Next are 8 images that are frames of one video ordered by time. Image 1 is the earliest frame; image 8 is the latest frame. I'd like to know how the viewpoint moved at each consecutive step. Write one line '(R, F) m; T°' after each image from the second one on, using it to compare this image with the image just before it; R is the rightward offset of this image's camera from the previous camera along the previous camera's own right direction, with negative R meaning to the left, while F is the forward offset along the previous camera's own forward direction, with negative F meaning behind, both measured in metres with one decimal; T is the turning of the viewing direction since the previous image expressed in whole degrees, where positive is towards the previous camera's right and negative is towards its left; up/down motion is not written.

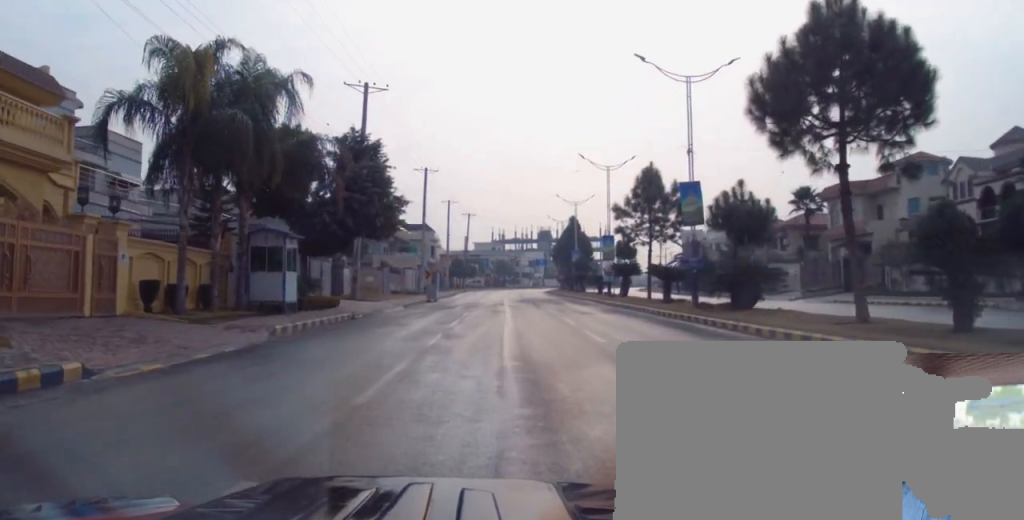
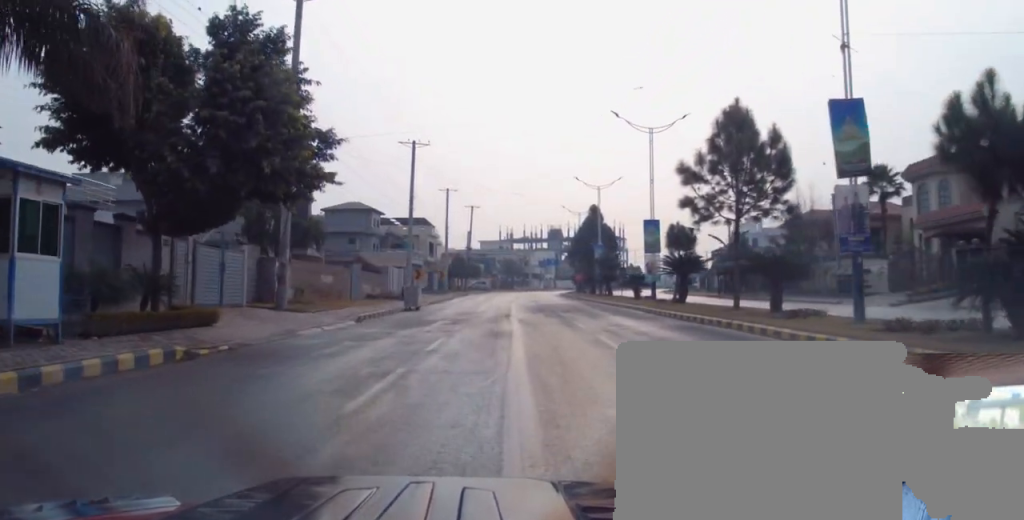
(+0.6, +14.1) m; +4°
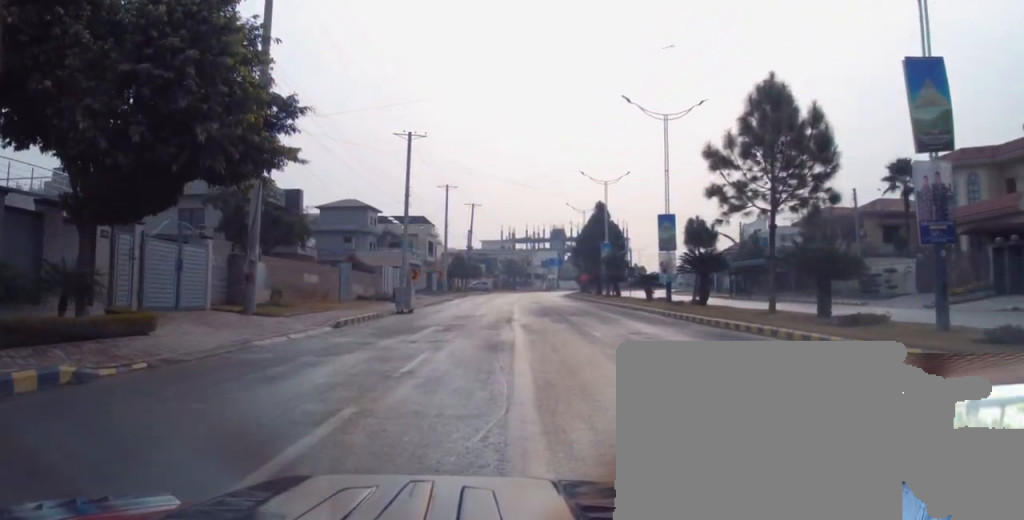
(+0.1, +3.4) m; -1°
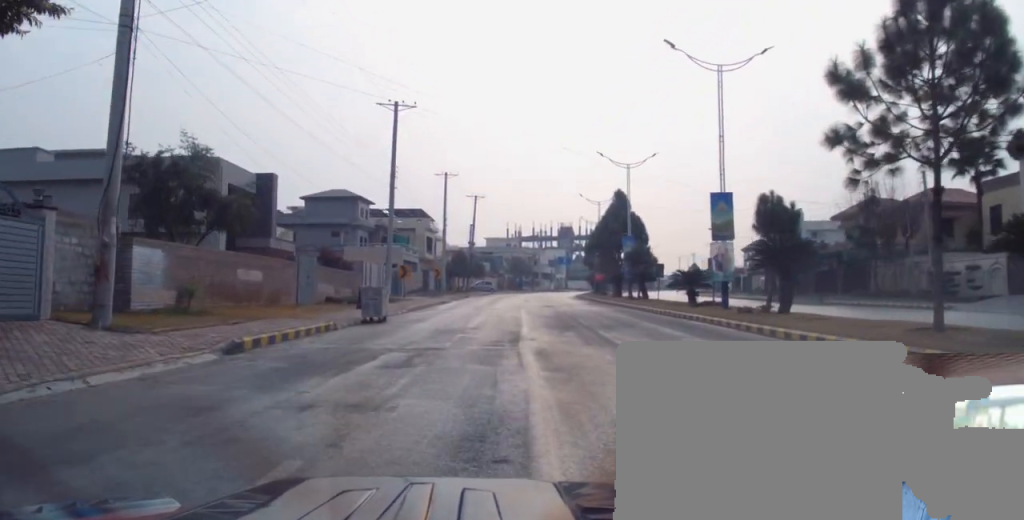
(-0.3, +8.9) m; -3°
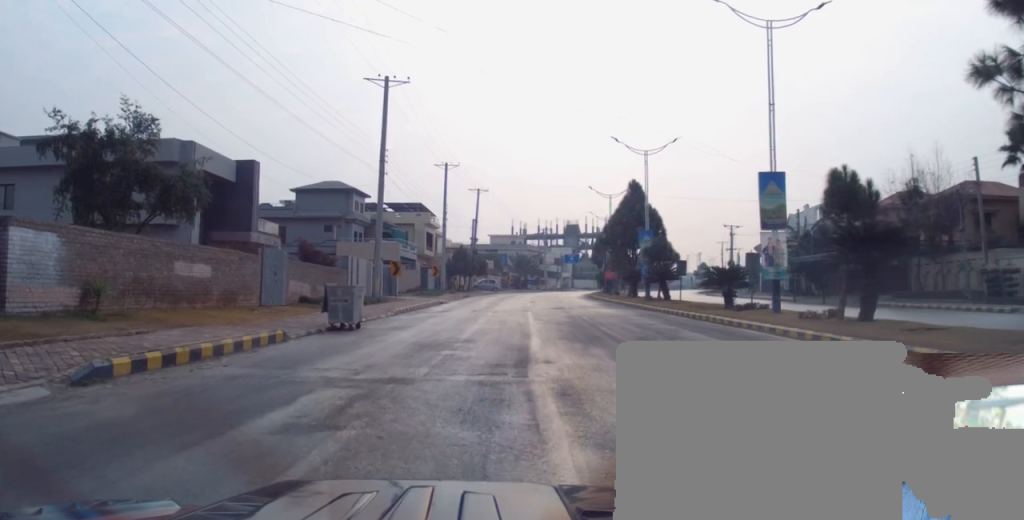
(0.0, +5.5) m; +1°
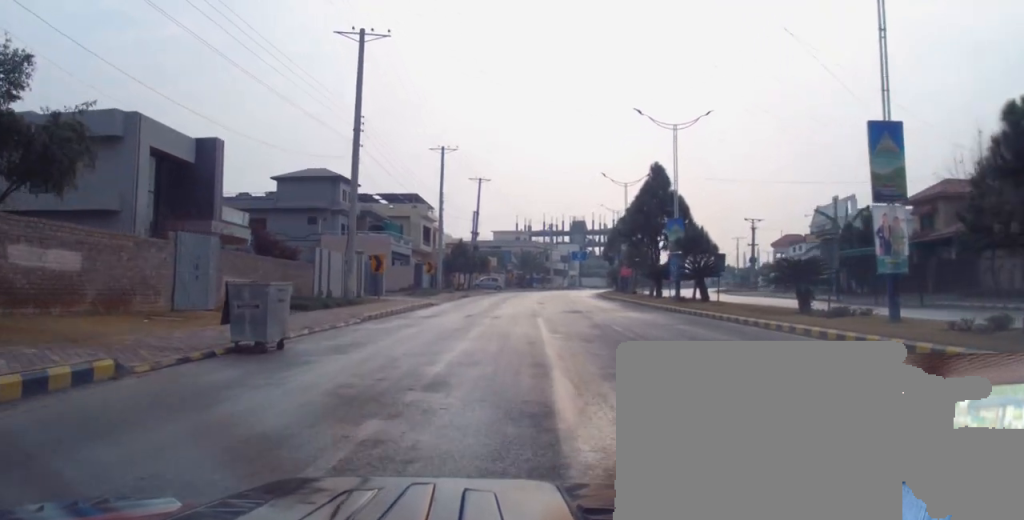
(+0.2, +7.7) m; 0°
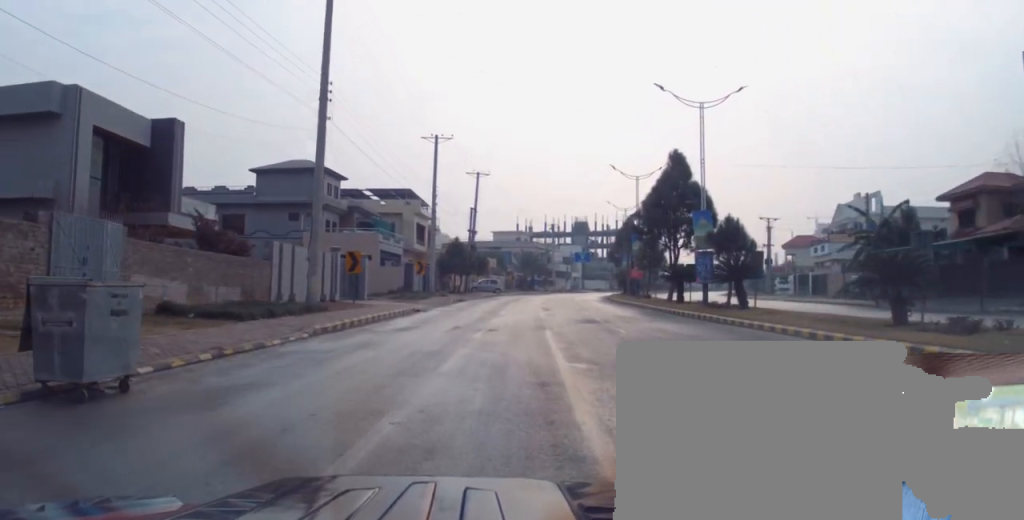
(+0.1, +5.9) m; -2°
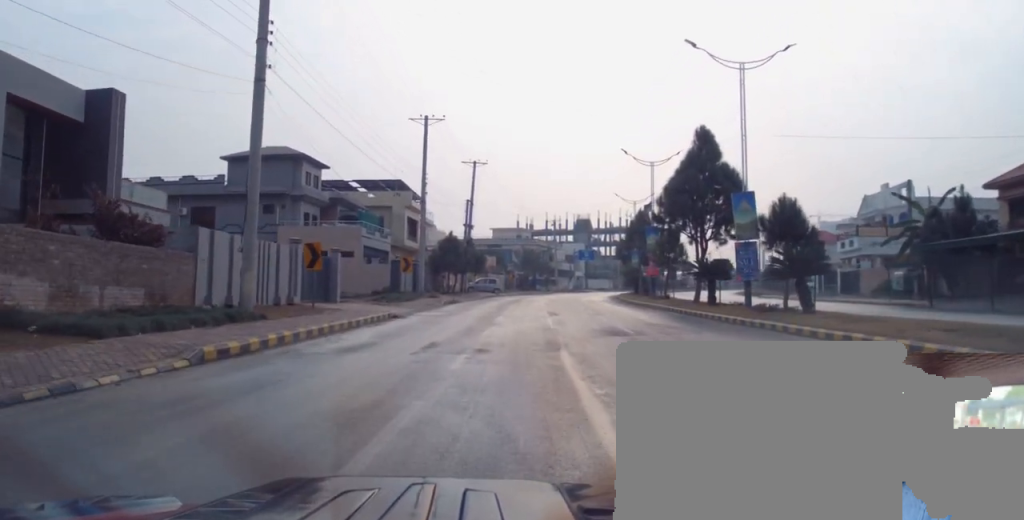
(-0.6, +6.4) m; 0°
